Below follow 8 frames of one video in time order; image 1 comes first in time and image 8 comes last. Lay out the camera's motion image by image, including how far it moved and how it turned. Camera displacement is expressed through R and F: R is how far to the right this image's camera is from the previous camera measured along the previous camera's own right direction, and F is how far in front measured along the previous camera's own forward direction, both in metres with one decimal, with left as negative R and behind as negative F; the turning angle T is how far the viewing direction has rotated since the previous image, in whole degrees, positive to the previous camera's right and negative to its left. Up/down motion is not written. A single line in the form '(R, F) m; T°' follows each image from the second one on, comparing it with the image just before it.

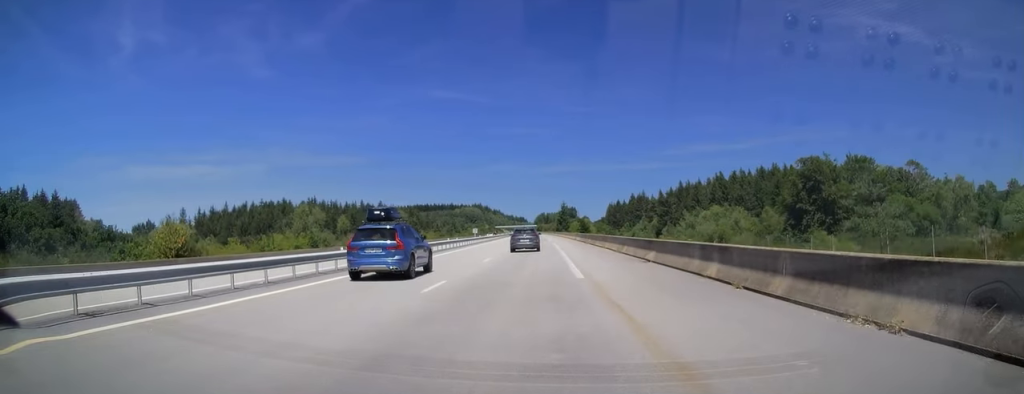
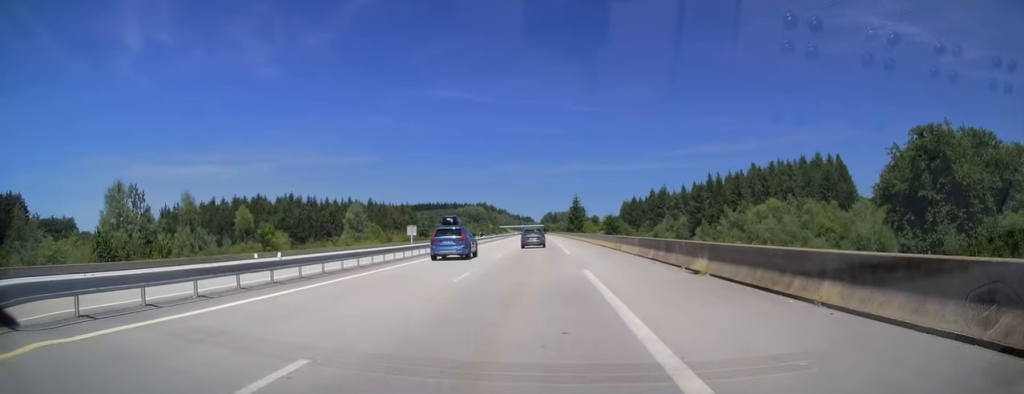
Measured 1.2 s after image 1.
(0.0, +36.4) m; 0°
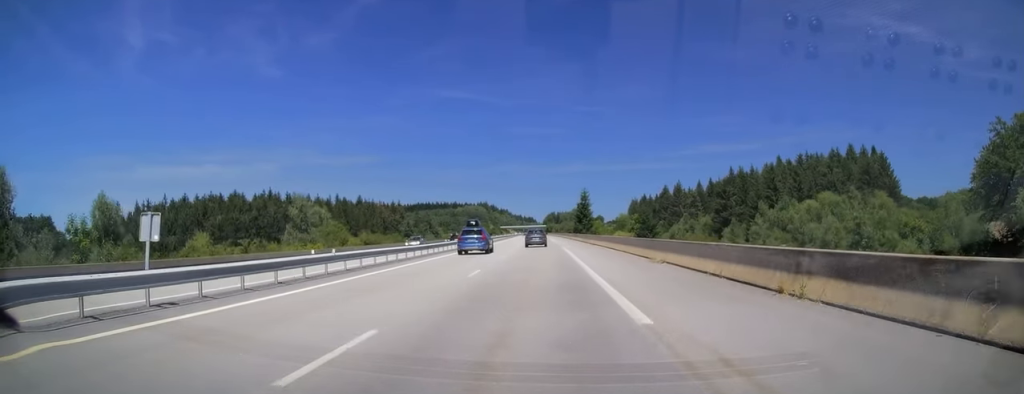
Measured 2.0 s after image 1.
(-0.1, +24.1) m; 0°
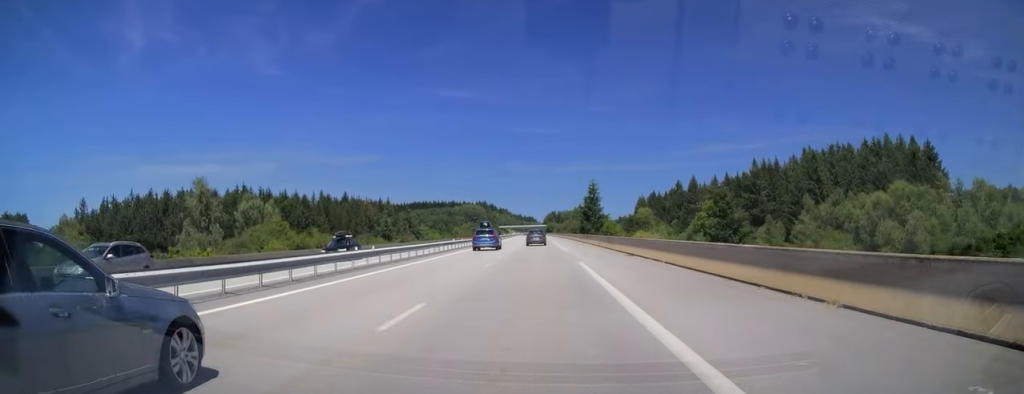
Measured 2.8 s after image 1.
(0.0, +23.0) m; 0°
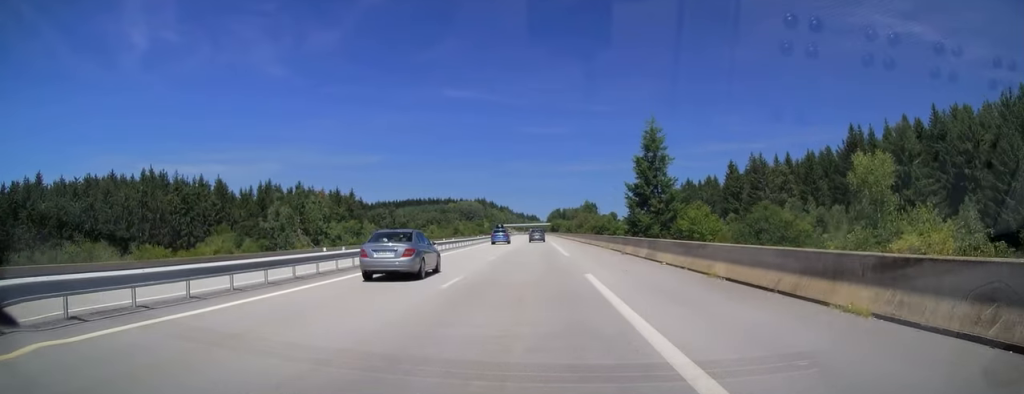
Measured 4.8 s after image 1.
(-0.2, +59.3) m; 0°
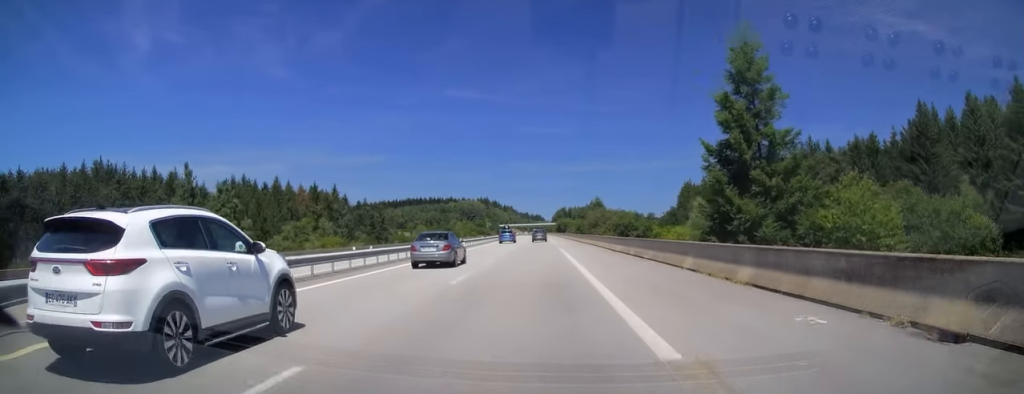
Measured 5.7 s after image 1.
(0.0, +24.5) m; 0°
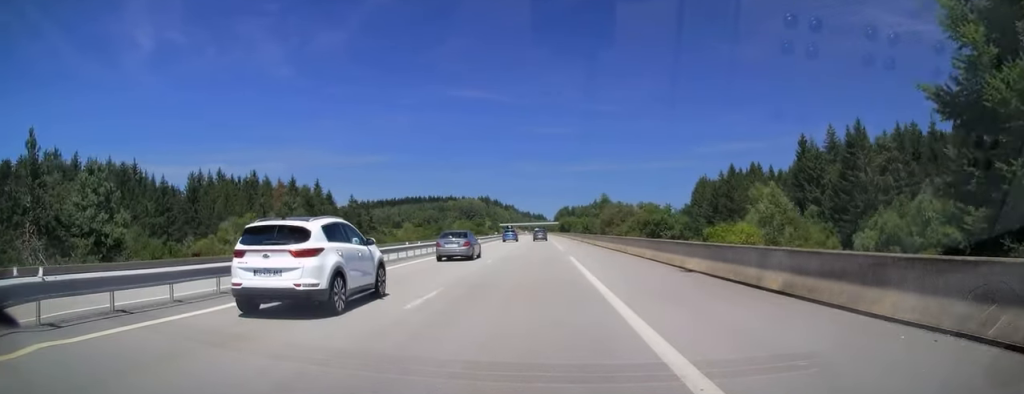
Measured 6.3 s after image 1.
(0.0, +18.1) m; 0°
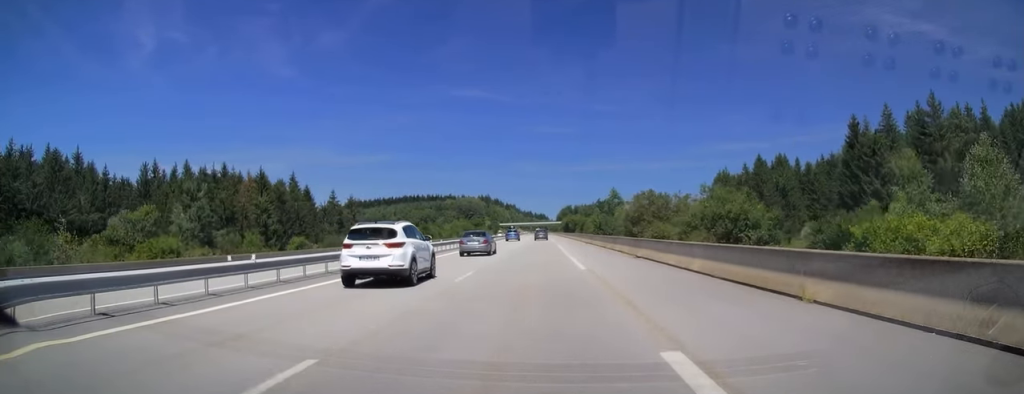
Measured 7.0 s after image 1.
(-0.1, +20.5) m; 0°
